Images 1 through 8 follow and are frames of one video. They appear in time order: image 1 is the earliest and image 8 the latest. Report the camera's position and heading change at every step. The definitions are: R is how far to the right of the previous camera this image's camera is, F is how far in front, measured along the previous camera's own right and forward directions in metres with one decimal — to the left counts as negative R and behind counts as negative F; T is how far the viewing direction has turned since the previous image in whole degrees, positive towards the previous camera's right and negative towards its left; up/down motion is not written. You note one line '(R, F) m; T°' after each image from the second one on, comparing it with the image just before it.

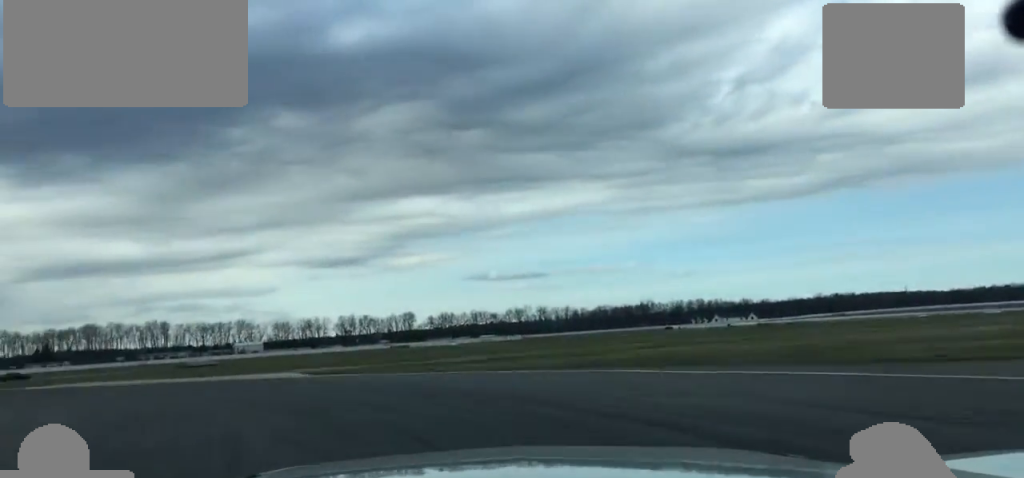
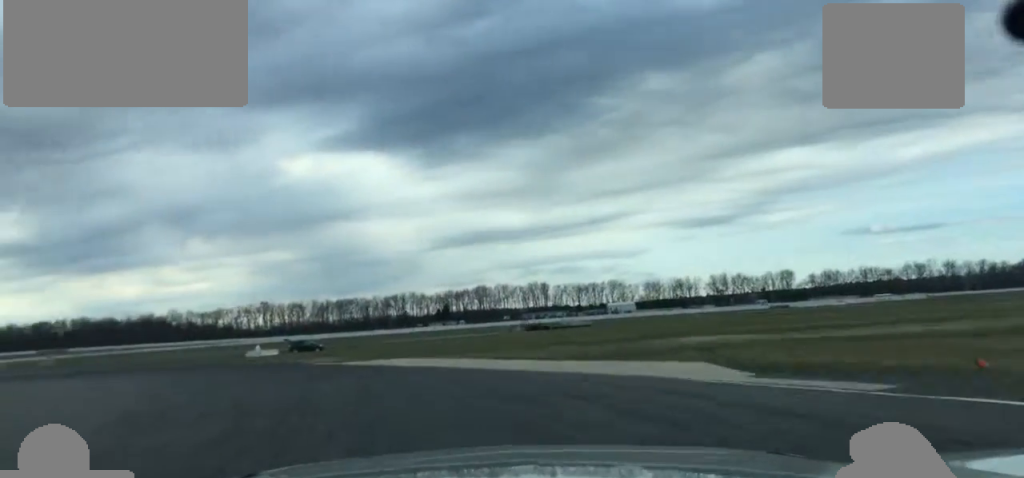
(-1.5, +19.4) m; -18°
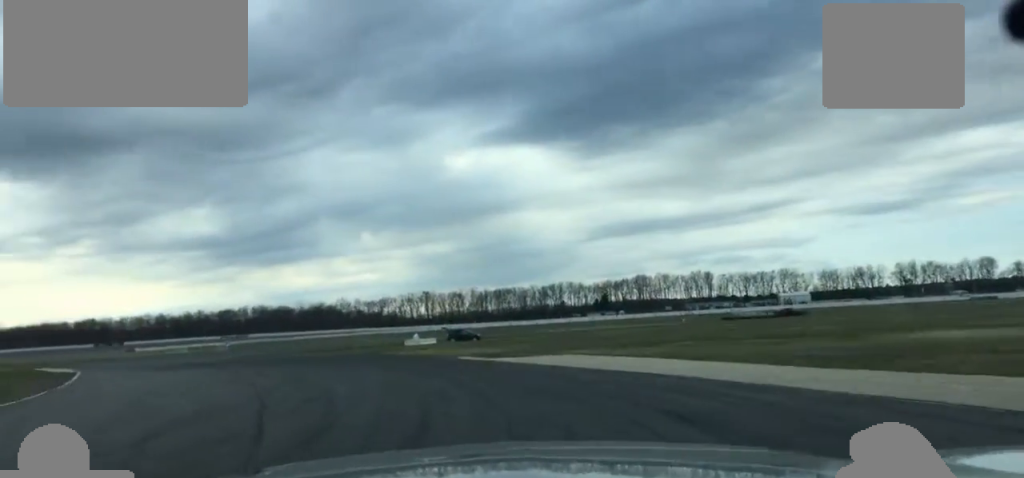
(-2.0, +9.2) m; -9°
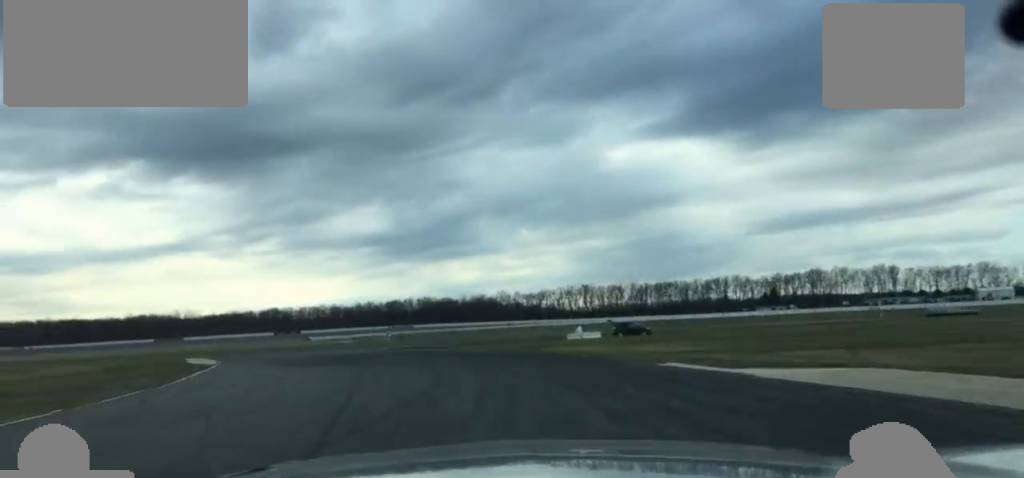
(-0.7, +10.9) m; -10°
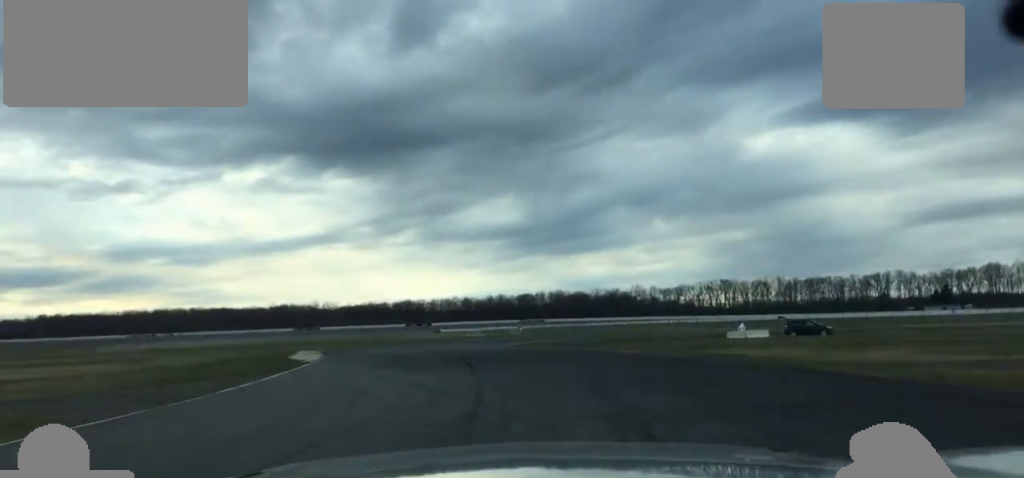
(-1.4, +11.2) m; -5°
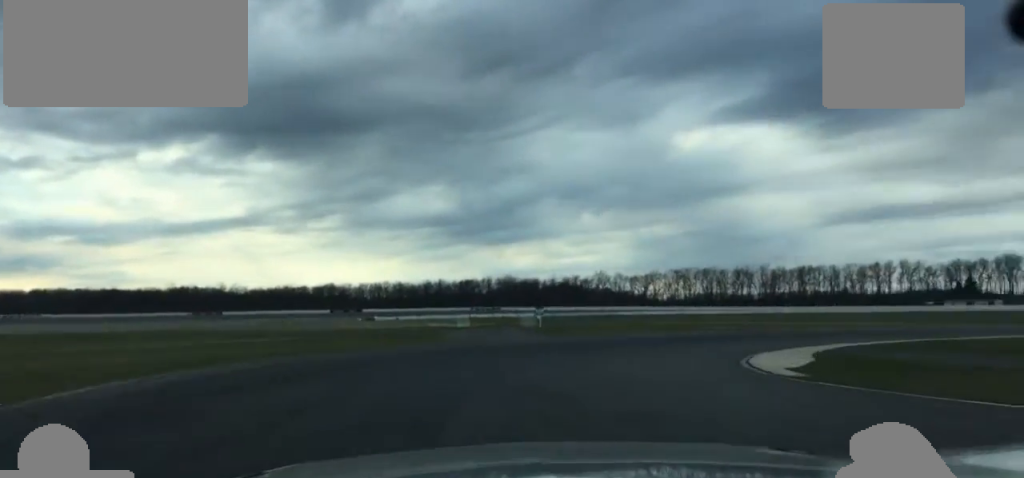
(-4.2, +58.1) m; +5°
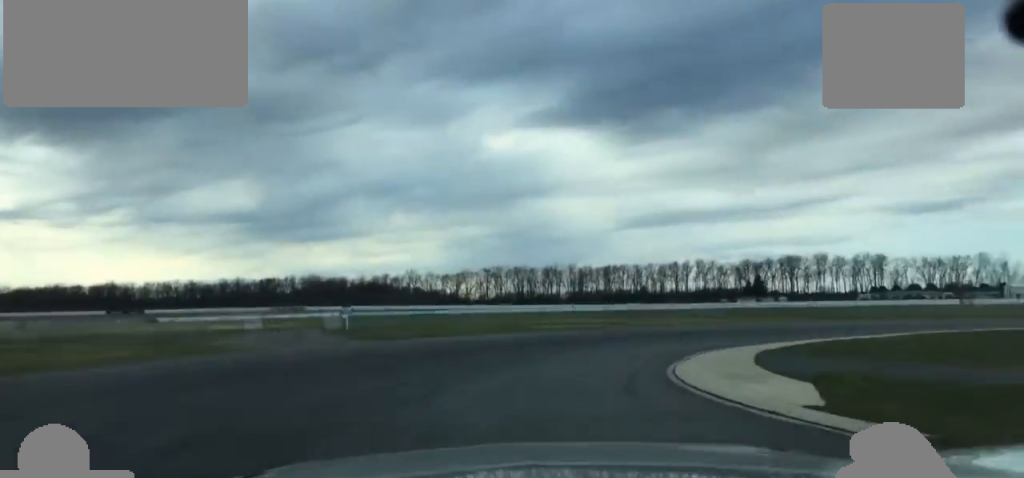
(+1.3, +12.2) m; +11°
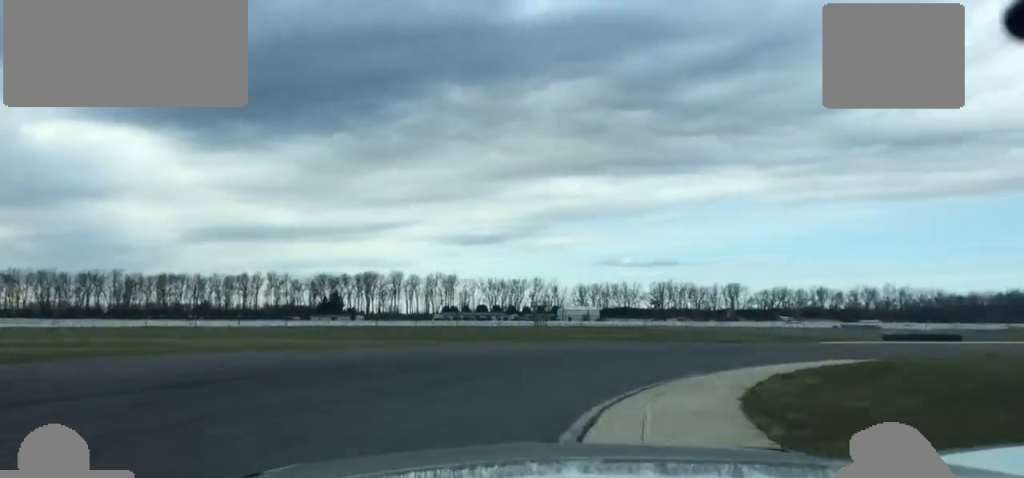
(+6.2, +27.8) m; +29°
